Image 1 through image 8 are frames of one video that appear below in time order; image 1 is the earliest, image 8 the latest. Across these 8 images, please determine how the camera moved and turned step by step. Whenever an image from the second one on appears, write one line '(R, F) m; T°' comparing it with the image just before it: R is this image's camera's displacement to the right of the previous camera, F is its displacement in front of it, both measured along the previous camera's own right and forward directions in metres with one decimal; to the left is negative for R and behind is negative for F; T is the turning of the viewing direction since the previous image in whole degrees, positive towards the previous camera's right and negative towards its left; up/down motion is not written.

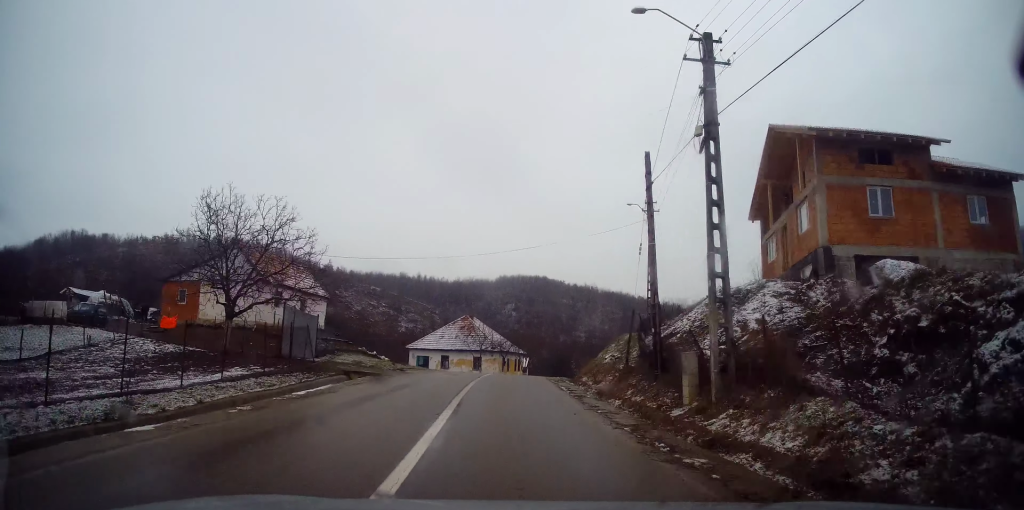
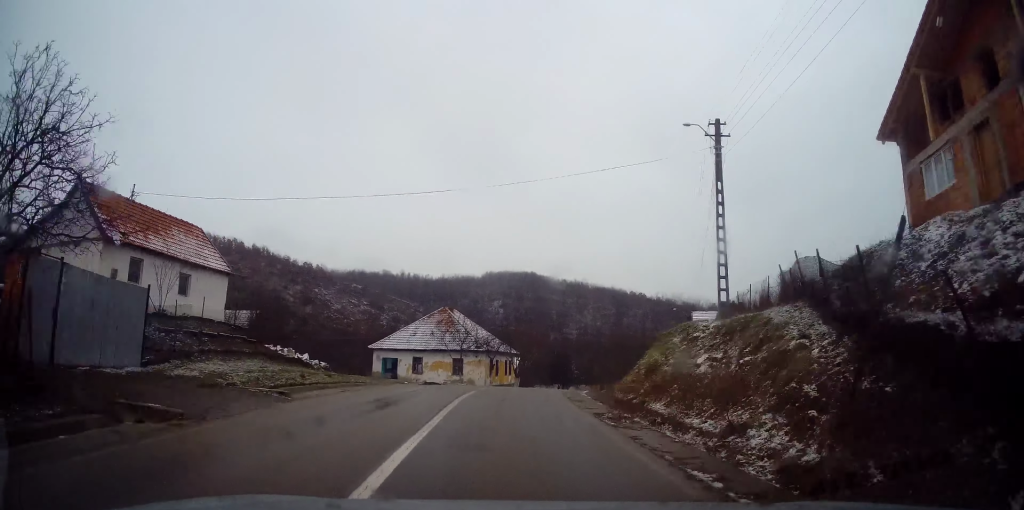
(-0.4, +12.6) m; 0°
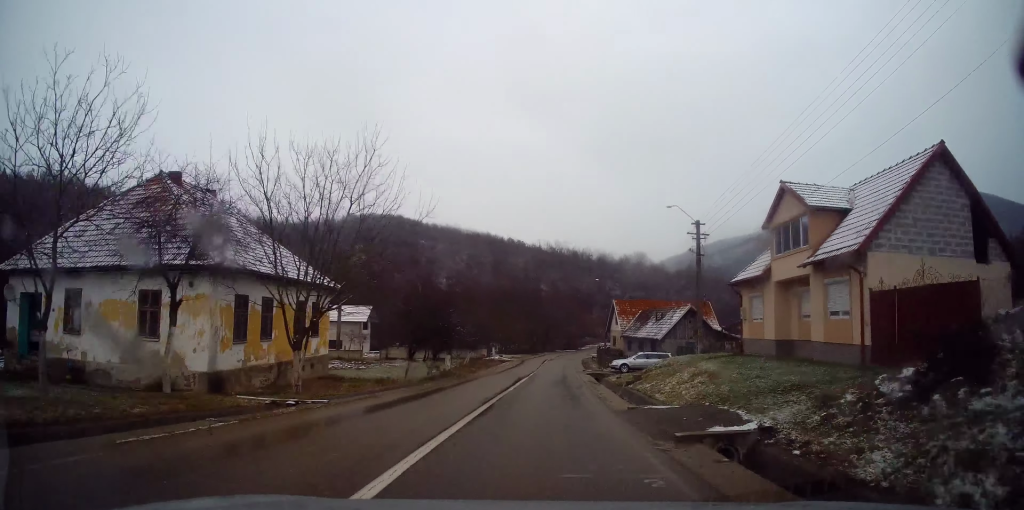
(+4.1, +33.0) m; +14°
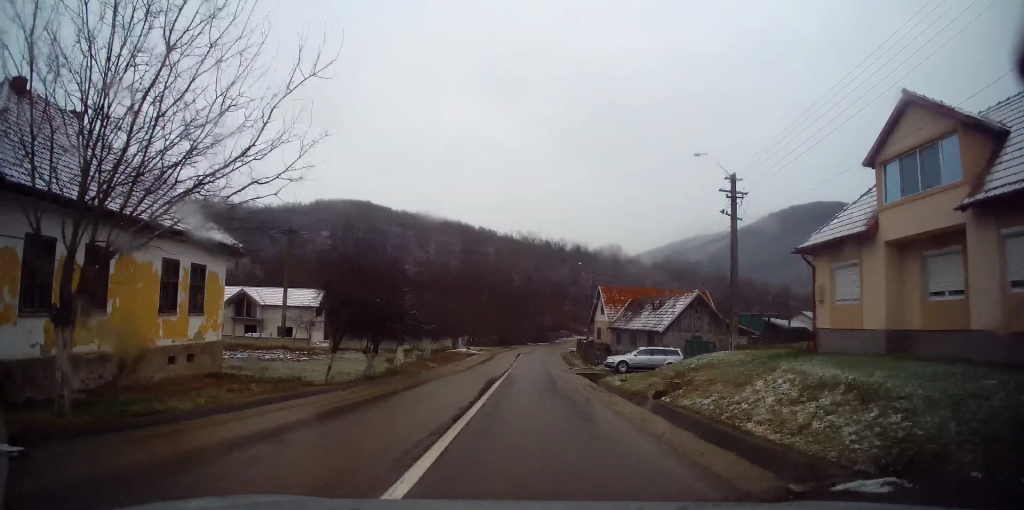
(+0.2, +8.2) m; +3°
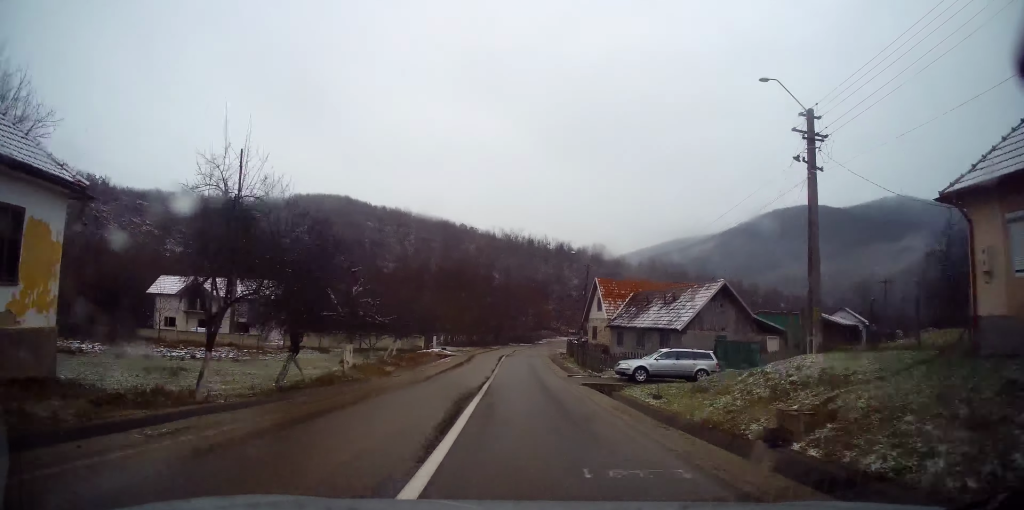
(+0.1, +7.3) m; +2°
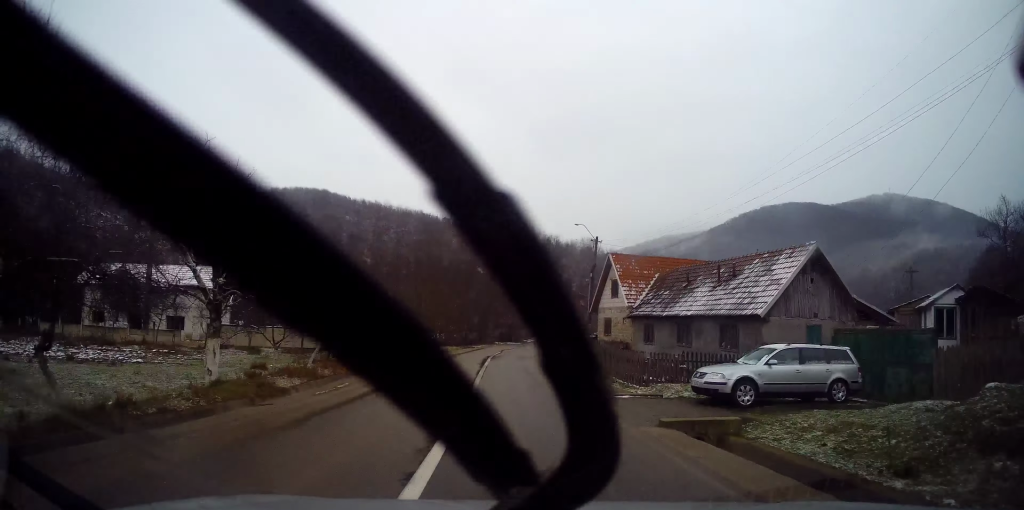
(+0.4, +10.8) m; +2°
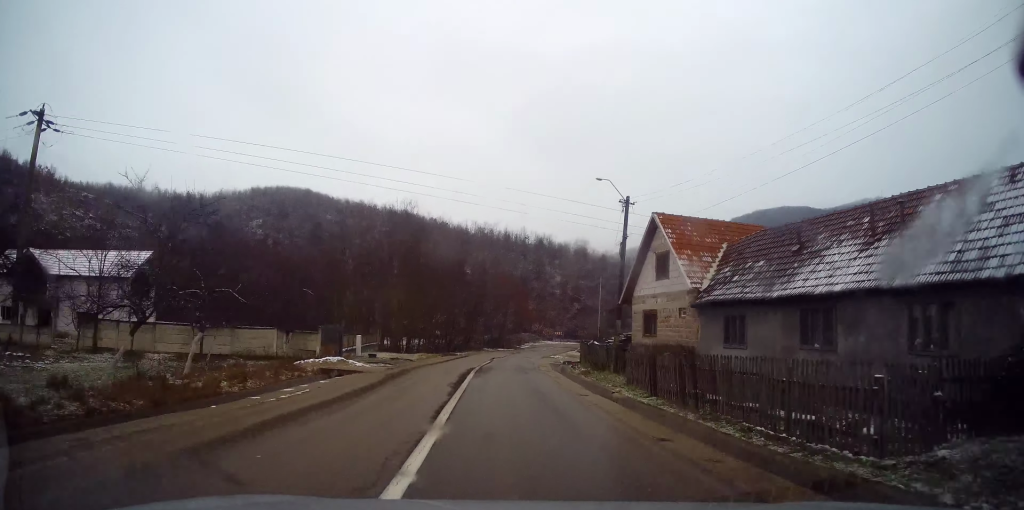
(+0.1, +11.7) m; +1°
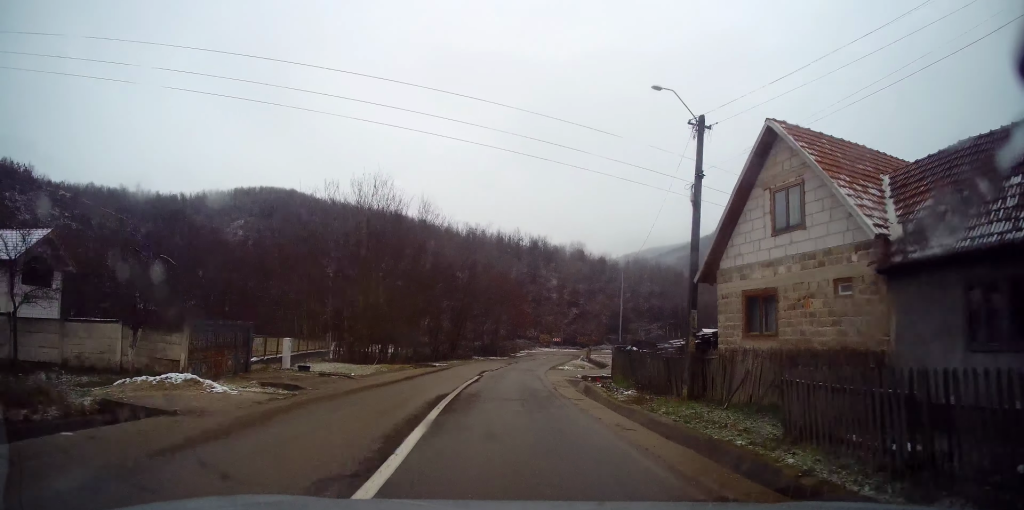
(0.0, +10.7) m; +1°
